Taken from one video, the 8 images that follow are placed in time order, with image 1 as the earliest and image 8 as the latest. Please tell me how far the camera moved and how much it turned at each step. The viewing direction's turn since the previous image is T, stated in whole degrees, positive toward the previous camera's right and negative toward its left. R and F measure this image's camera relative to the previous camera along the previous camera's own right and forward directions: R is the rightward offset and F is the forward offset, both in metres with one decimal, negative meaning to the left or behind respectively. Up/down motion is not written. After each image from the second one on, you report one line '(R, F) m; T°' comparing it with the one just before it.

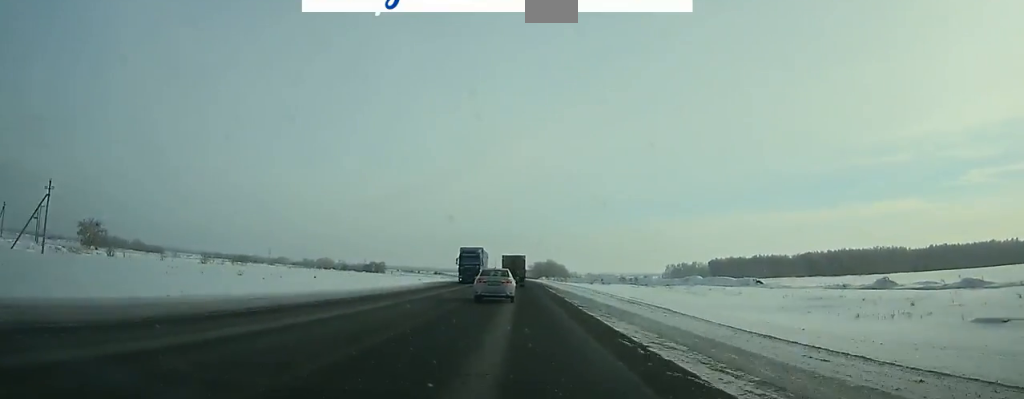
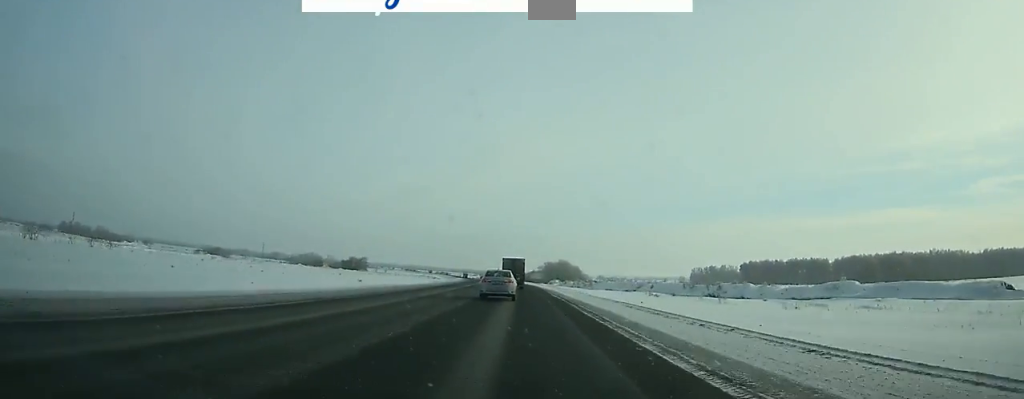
(-0.5, +65.7) m; -1°
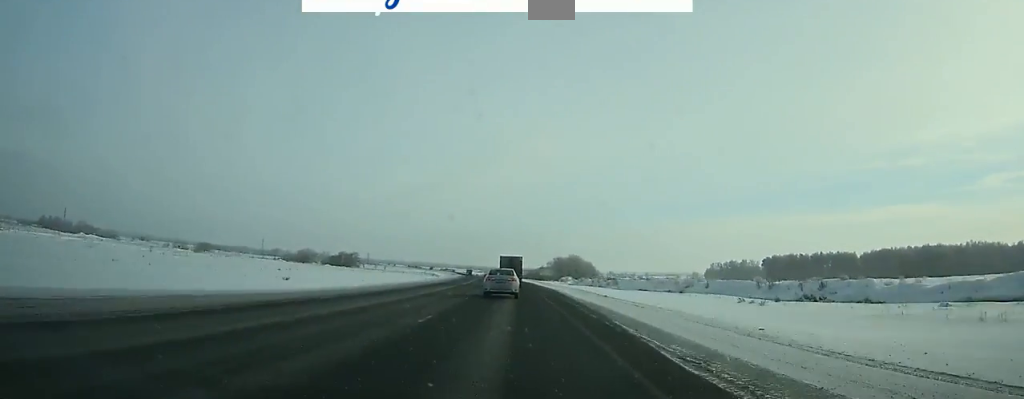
(+0.1, +33.1) m; -1°
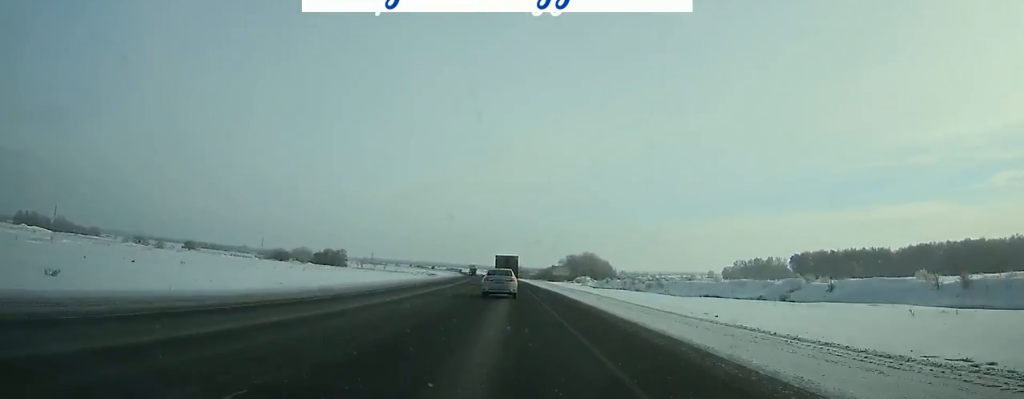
(-0.5, +35.4) m; -1°
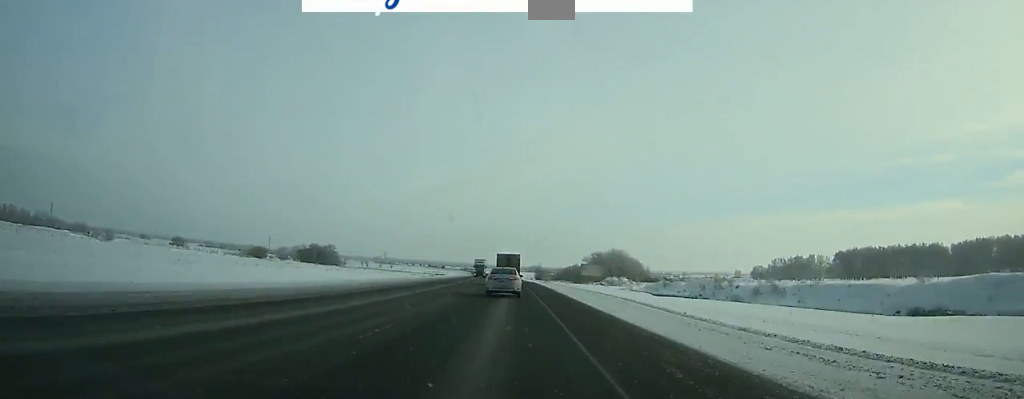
(-0.3, +39.5) m; -1°
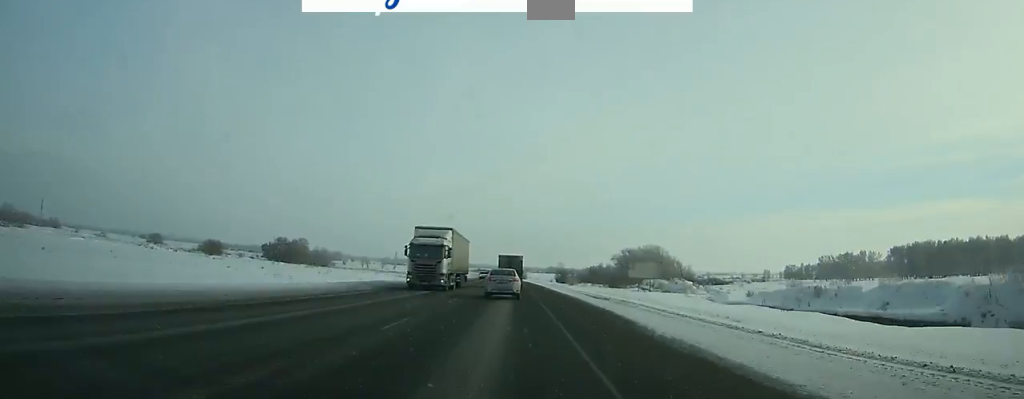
(-0.5, +45.6) m; -1°
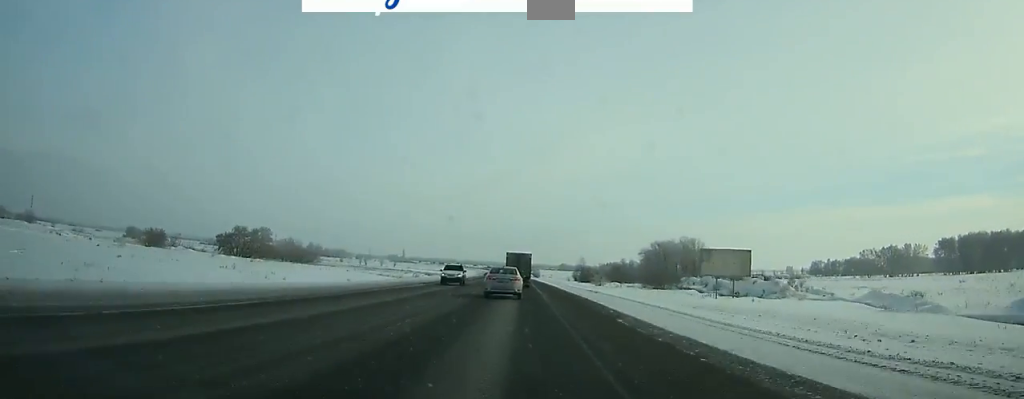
(-0.3, +34.6) m; 0°
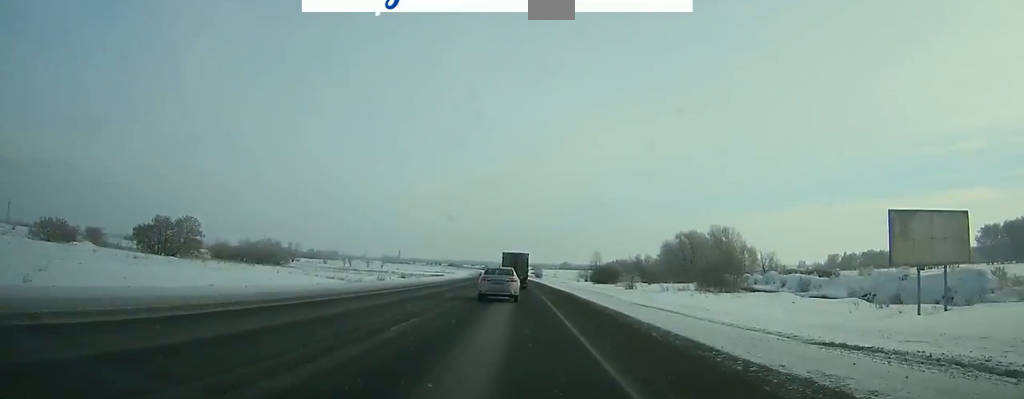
(-0.1, +34.4) m; 0°
